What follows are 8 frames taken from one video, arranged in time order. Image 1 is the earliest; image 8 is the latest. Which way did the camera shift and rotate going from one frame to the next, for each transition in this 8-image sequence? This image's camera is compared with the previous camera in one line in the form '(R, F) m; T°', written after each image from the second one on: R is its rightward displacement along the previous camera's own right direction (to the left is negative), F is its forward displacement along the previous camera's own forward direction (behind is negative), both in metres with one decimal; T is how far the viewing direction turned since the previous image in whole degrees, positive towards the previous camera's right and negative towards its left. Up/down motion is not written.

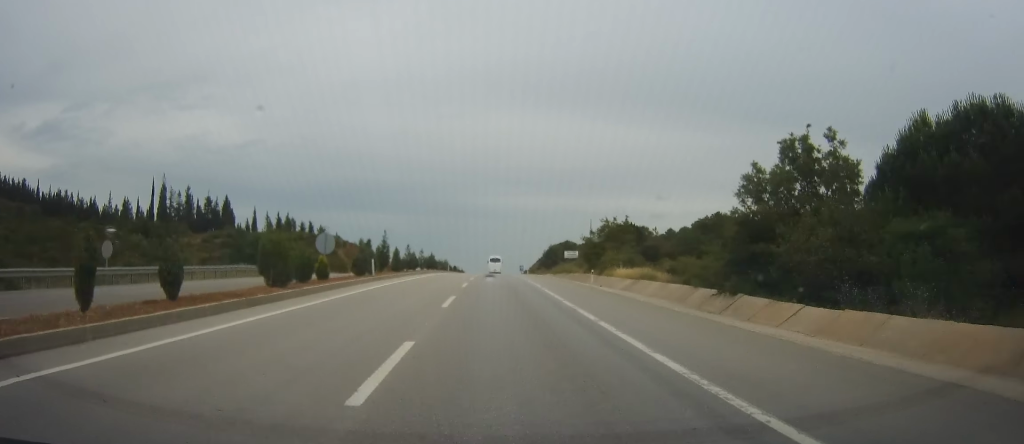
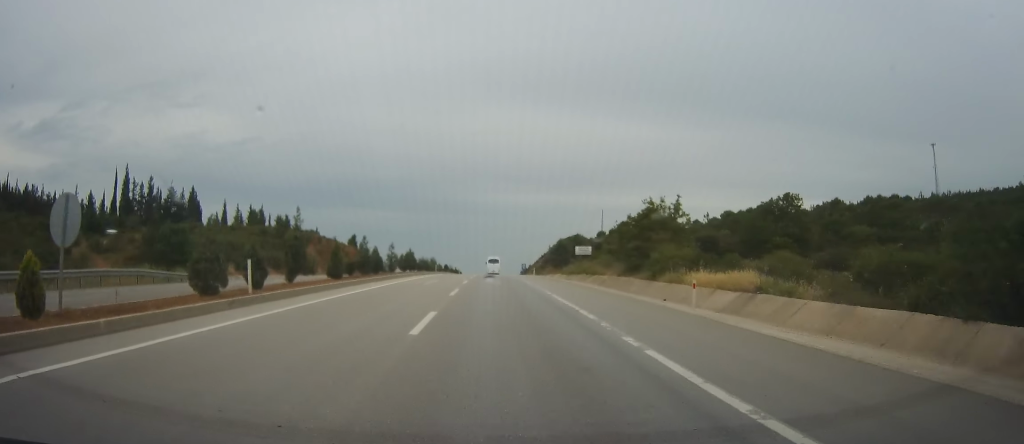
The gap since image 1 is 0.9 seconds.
(+0.2, +18.9) m; +1°
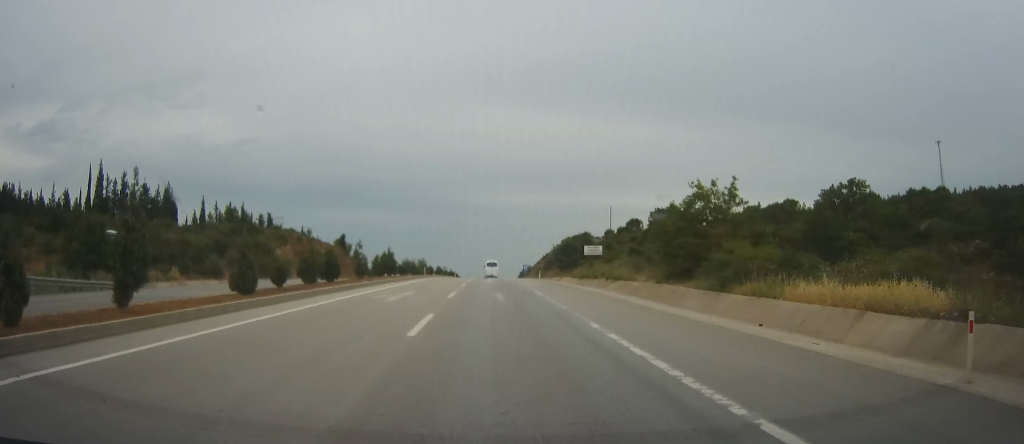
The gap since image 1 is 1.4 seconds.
(0.0, +10.8) m; 0°
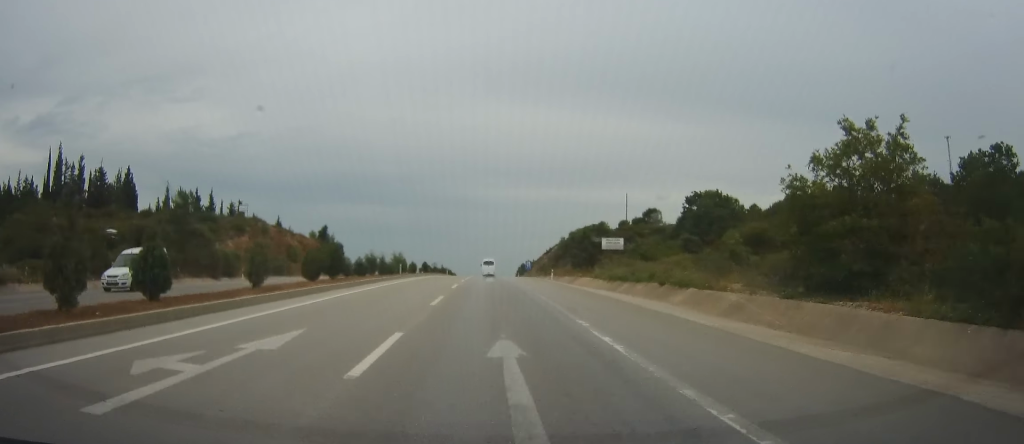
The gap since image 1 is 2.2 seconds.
(0.0, +17.1) m; 0°
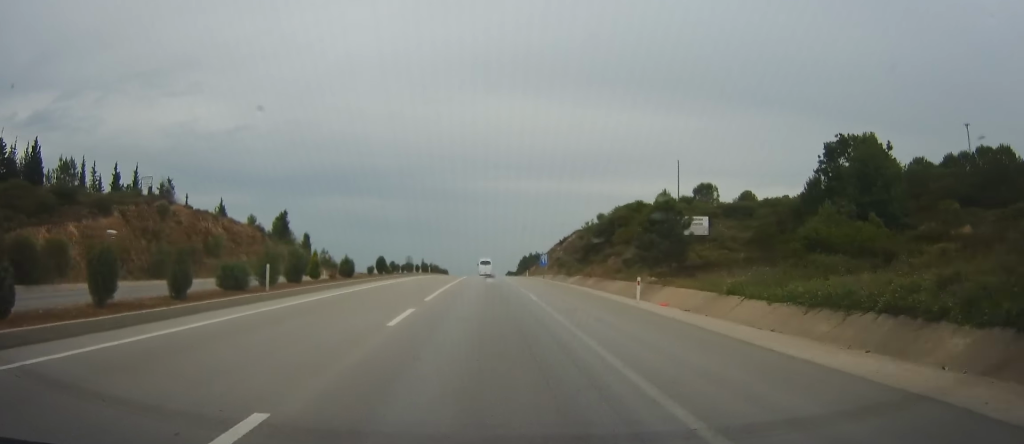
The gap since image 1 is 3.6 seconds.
(0.0, +30.0) m; +1°
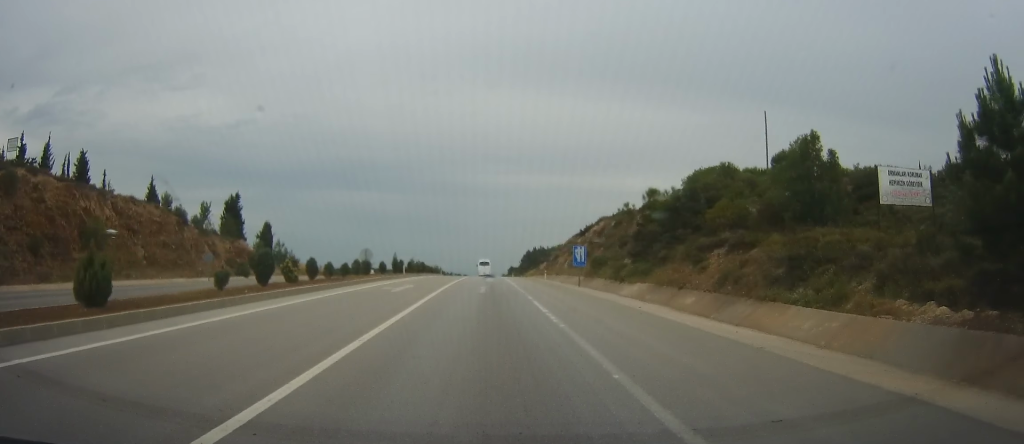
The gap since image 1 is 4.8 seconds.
(+0.2, +25.2) m; 0°
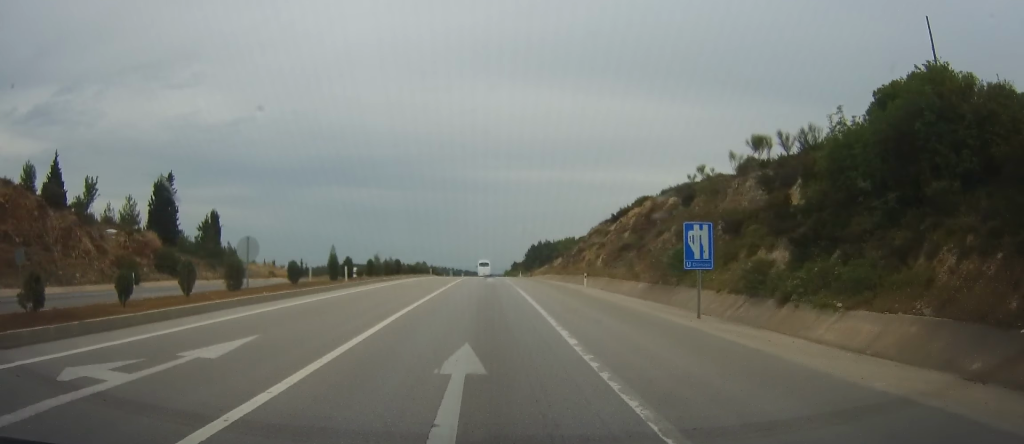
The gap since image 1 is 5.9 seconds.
(0.0, +23.1) m; 0°
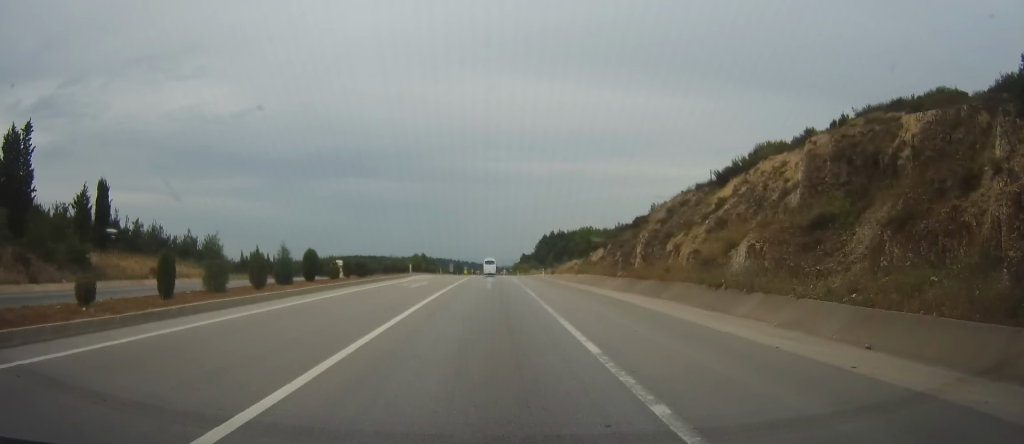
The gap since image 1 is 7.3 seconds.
(+0.1, +29.2) m; 0°
